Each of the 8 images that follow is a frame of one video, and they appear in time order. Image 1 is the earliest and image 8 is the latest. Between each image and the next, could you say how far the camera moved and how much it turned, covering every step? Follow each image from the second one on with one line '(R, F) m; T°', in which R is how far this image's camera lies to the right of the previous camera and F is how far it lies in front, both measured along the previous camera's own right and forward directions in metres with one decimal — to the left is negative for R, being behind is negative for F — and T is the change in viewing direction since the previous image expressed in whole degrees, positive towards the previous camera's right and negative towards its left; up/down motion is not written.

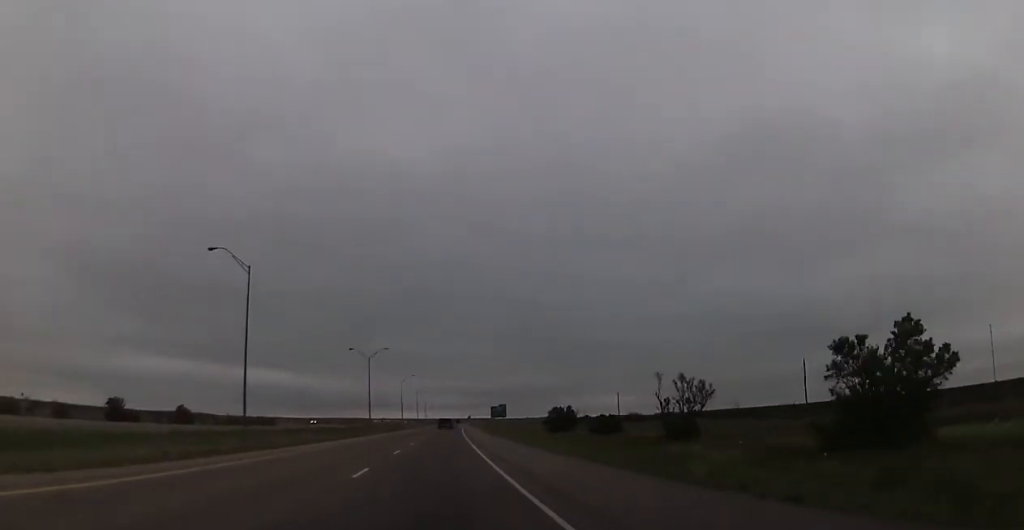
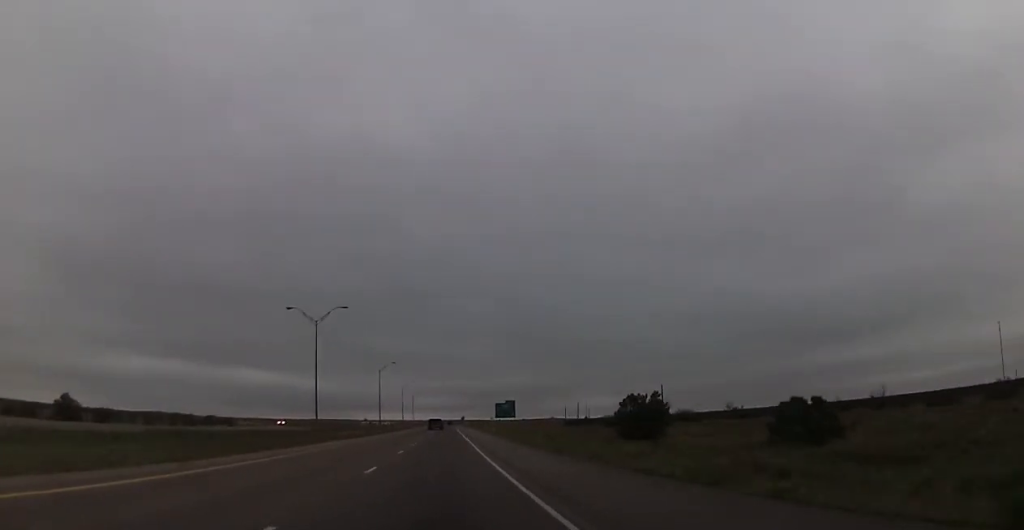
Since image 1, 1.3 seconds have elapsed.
(+1.0, +47.1) m; +2°
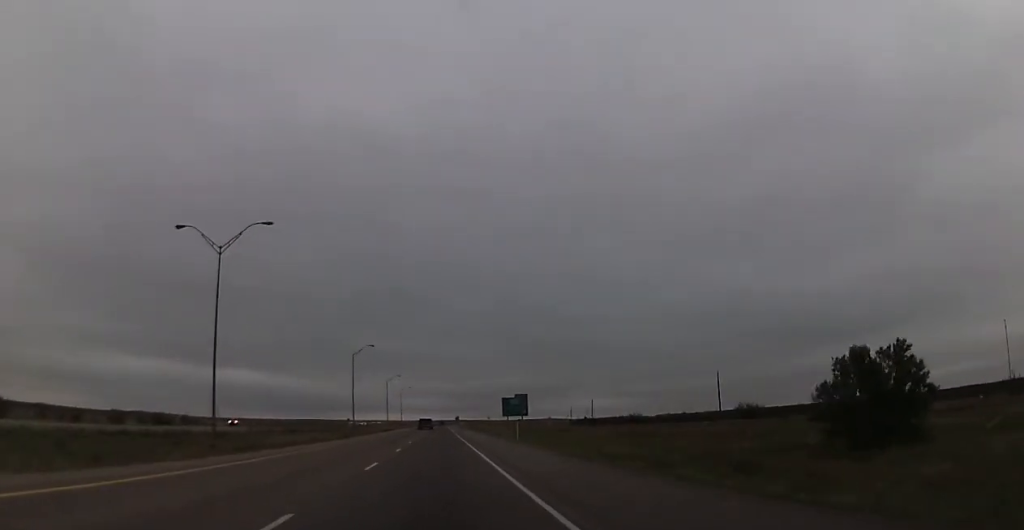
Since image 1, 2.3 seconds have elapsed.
(0.0, +35.4) m; 0°
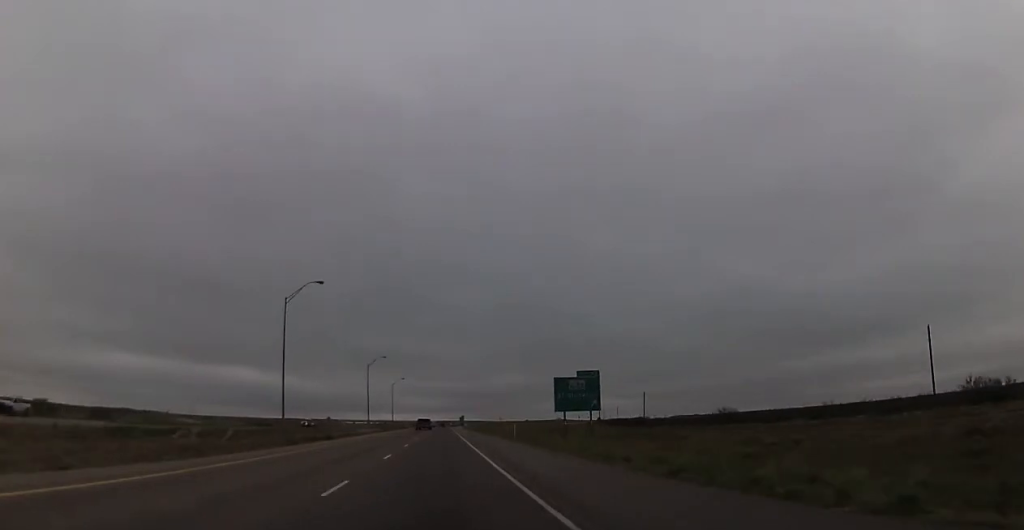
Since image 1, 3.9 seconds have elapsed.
(+0.6, +55.5) m; +1°
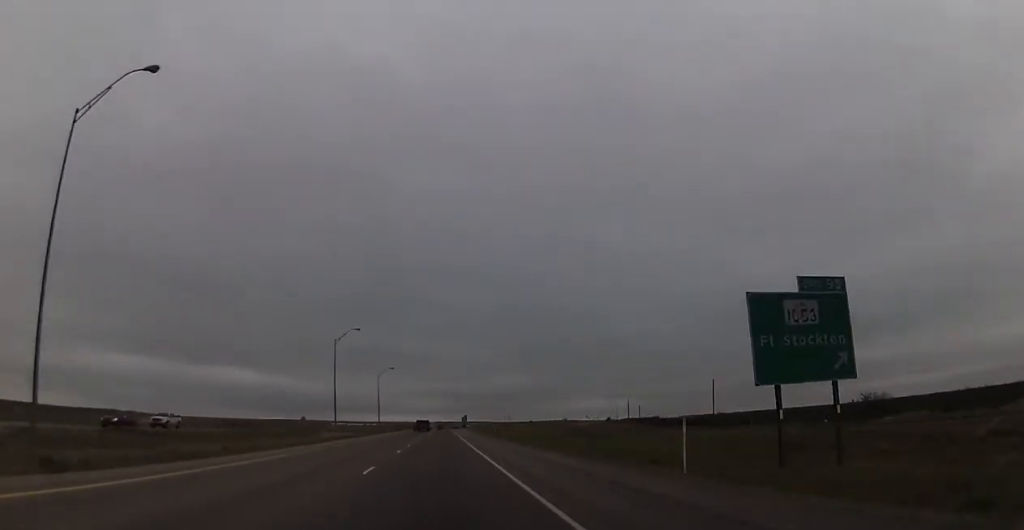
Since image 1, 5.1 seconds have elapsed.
(-0.2, +43.6) m; 0°
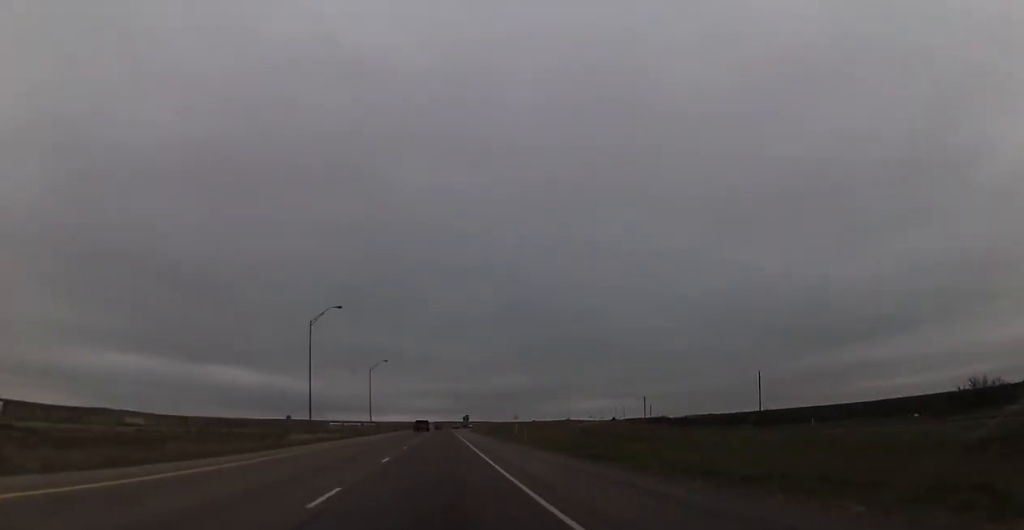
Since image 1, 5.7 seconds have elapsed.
(0.0, +18.8) m; 0°
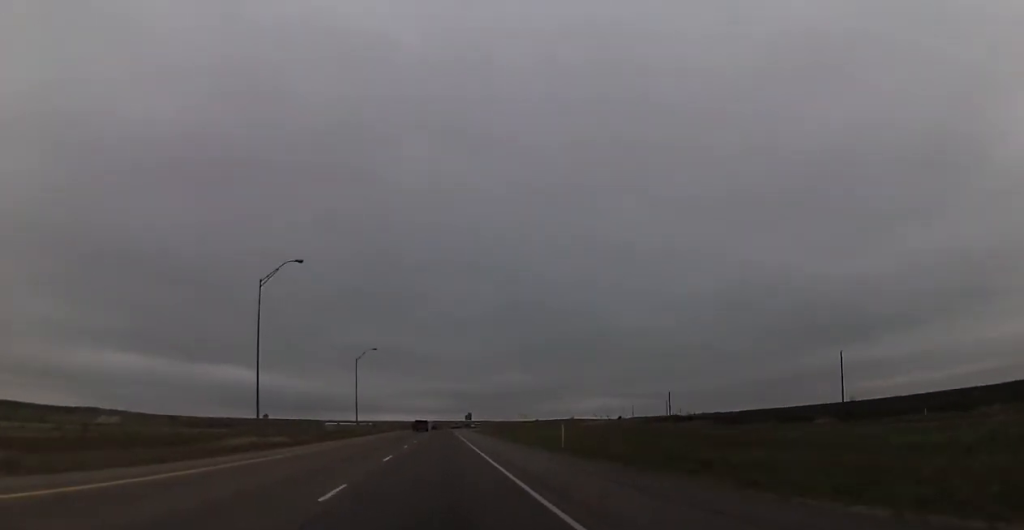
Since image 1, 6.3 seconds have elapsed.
(-0.1, +23.4) m; 0°
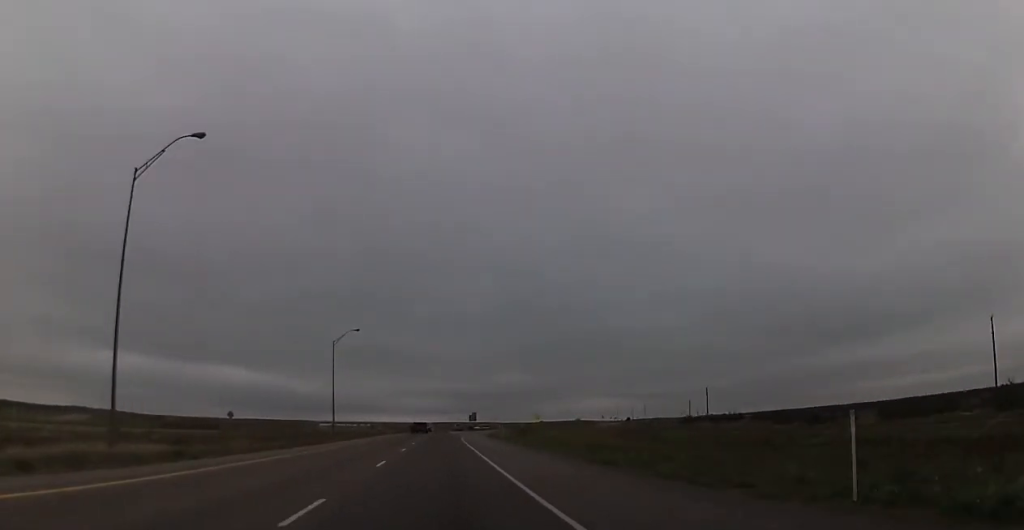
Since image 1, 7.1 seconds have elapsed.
(0.0, +27.0) m; 0°
